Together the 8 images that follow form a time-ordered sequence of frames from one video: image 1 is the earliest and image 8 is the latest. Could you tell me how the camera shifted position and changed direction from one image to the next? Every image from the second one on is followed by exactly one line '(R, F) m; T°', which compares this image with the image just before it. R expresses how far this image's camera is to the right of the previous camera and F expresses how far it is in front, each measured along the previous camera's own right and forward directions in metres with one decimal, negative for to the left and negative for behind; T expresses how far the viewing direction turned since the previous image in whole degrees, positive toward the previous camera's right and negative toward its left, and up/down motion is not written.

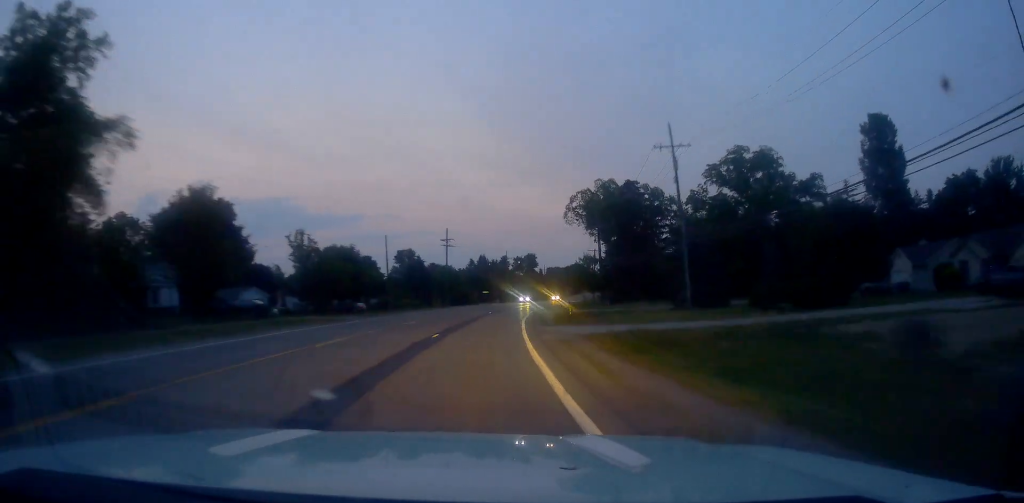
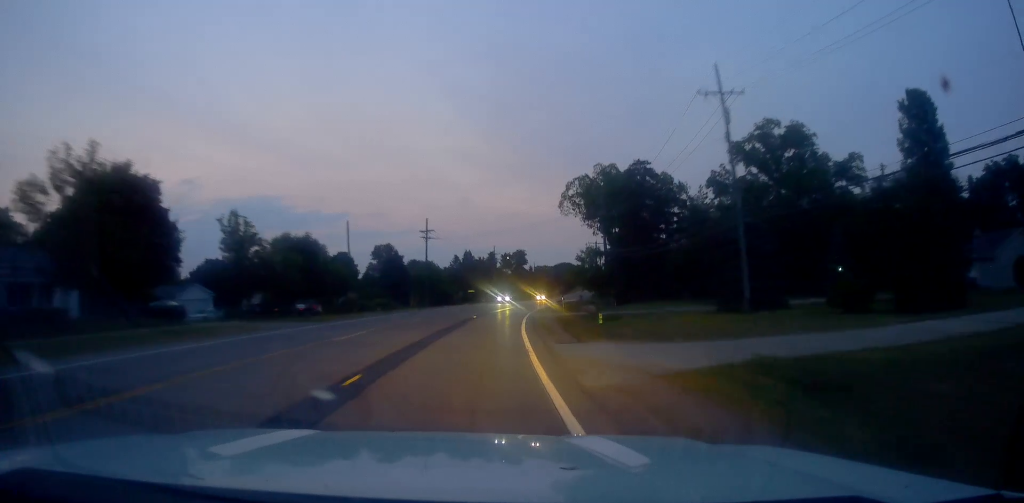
(+0.2, +13.1) m; +2°
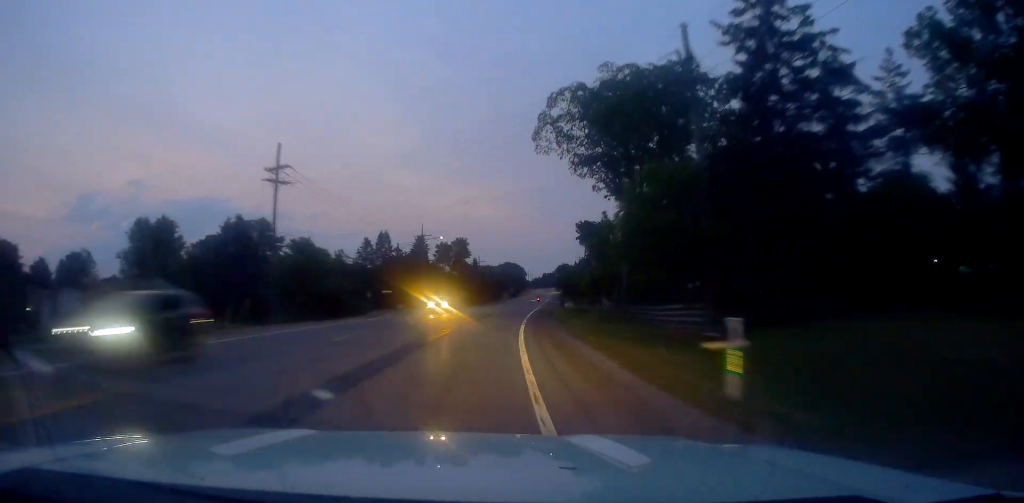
(+2.3, +46.7) m; +7°
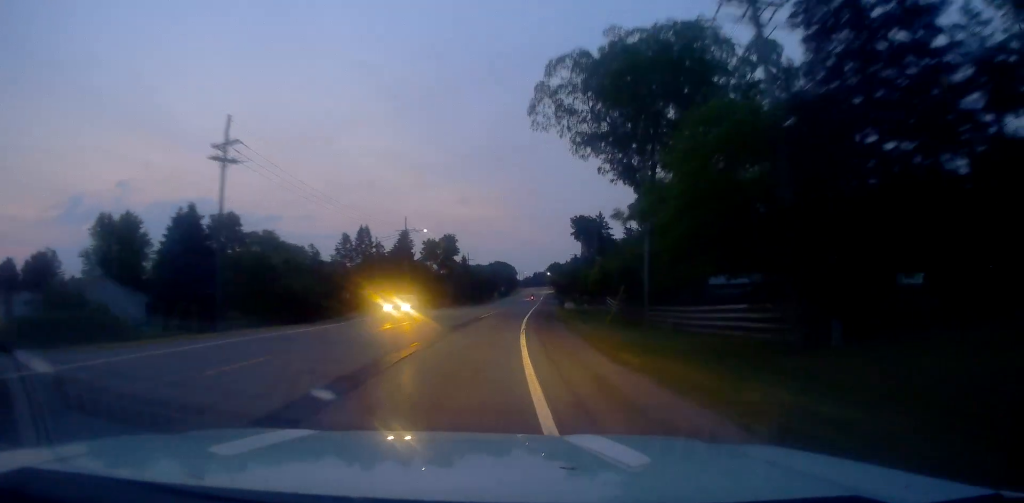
(-0.2, +7.9) m; +2°
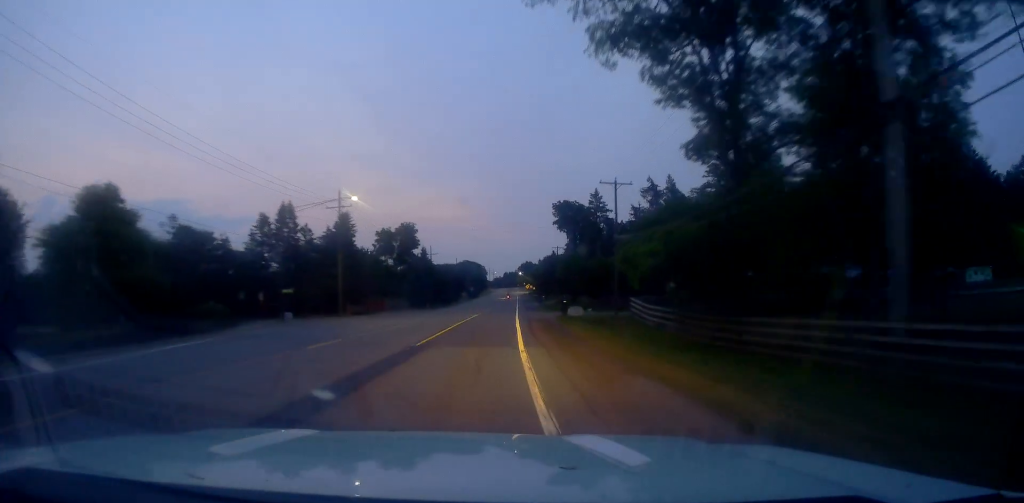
(+1.3, +22.7) m; +3°
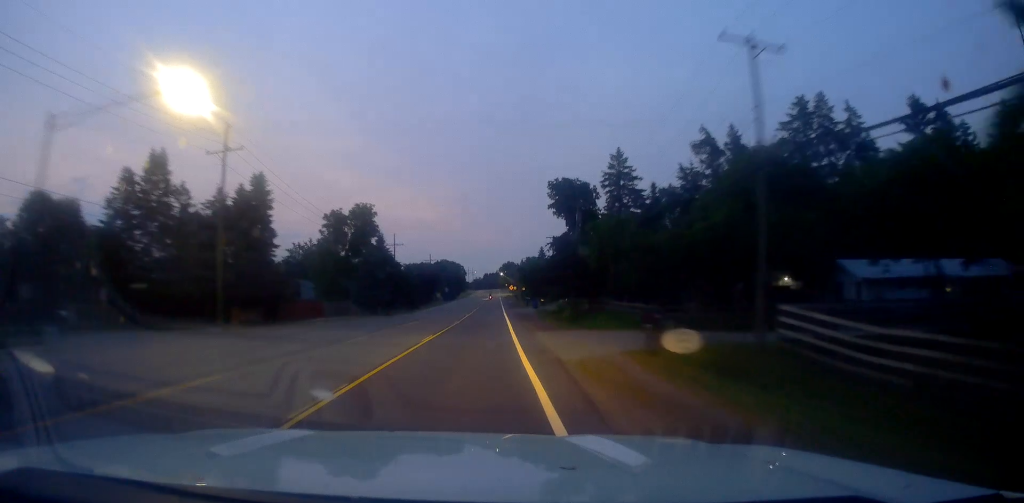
(-0.1, +24.3) m; +1°
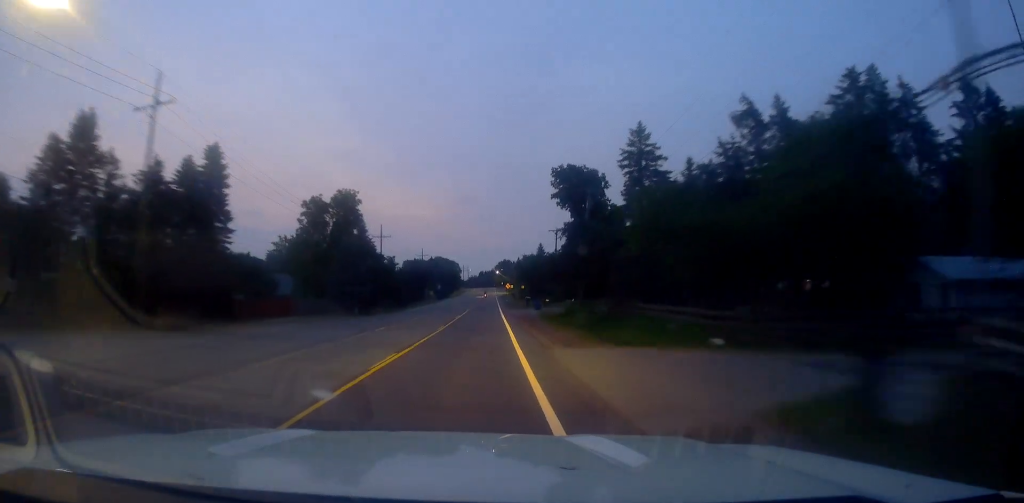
(-0.2, +8.9) m; +1°
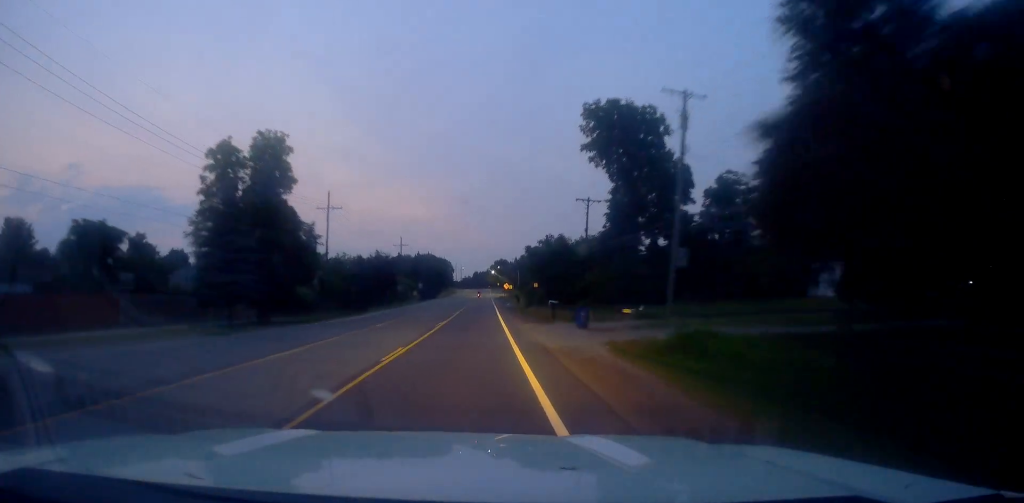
(+1.3, +28.5) m; +3°
